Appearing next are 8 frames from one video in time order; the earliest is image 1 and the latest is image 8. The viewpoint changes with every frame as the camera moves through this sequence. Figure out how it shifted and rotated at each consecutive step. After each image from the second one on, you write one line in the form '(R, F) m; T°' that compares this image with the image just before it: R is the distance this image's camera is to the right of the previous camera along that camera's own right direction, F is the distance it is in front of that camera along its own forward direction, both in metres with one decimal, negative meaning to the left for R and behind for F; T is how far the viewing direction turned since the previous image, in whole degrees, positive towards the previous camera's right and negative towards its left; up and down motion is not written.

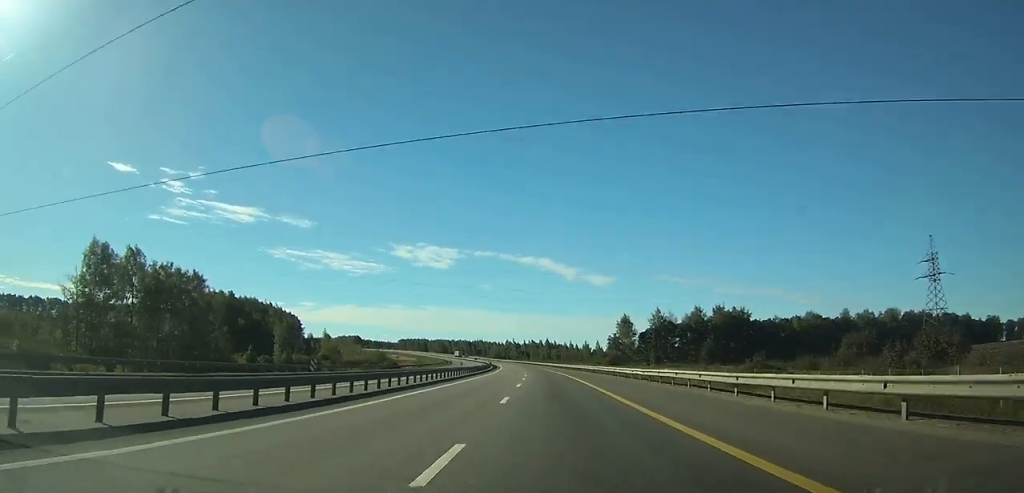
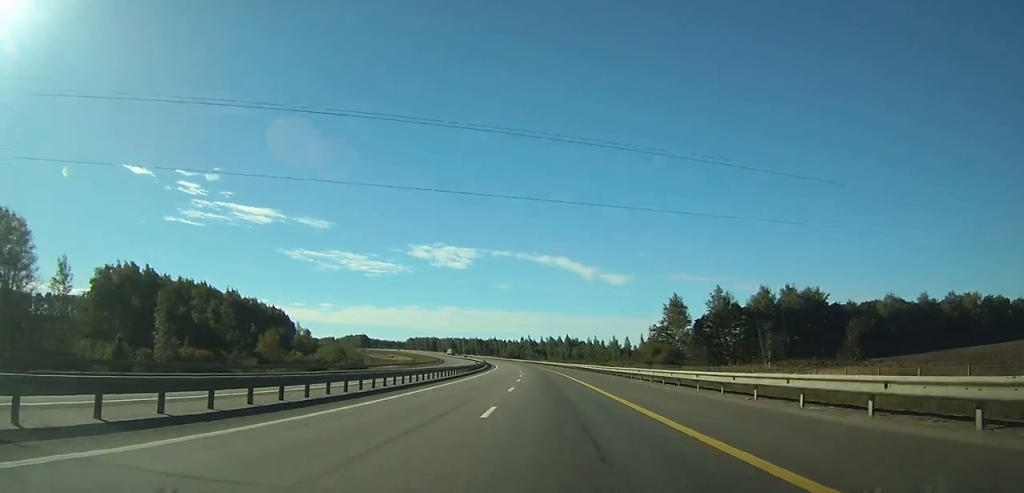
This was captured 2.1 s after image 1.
(-0.5, +55.7) m; -2°
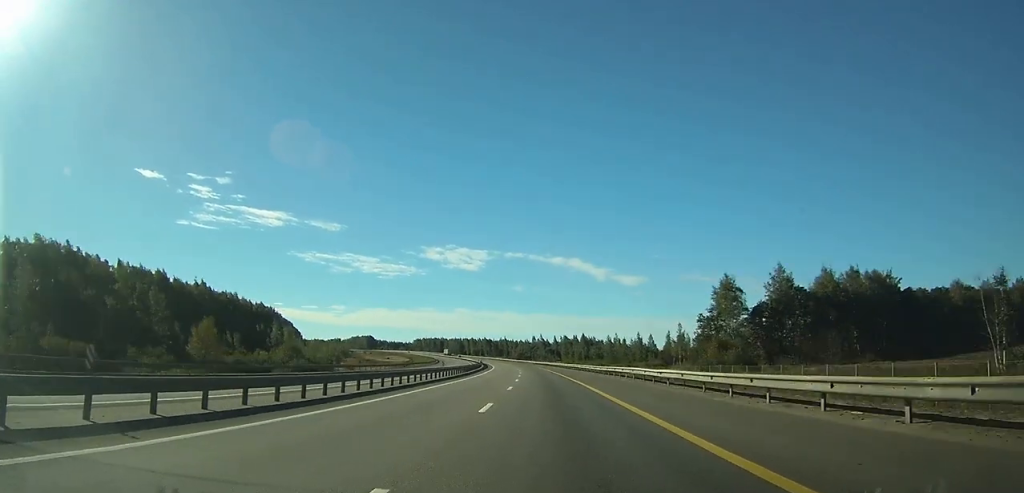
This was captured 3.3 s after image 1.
(-0.4, +34.3) m; -1°
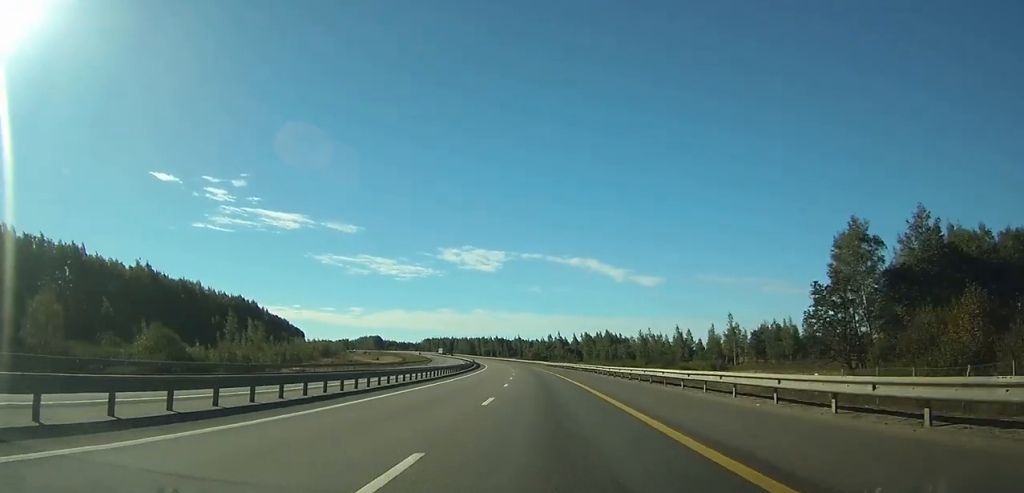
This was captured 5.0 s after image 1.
(-0.6, +45.2) m; -2°
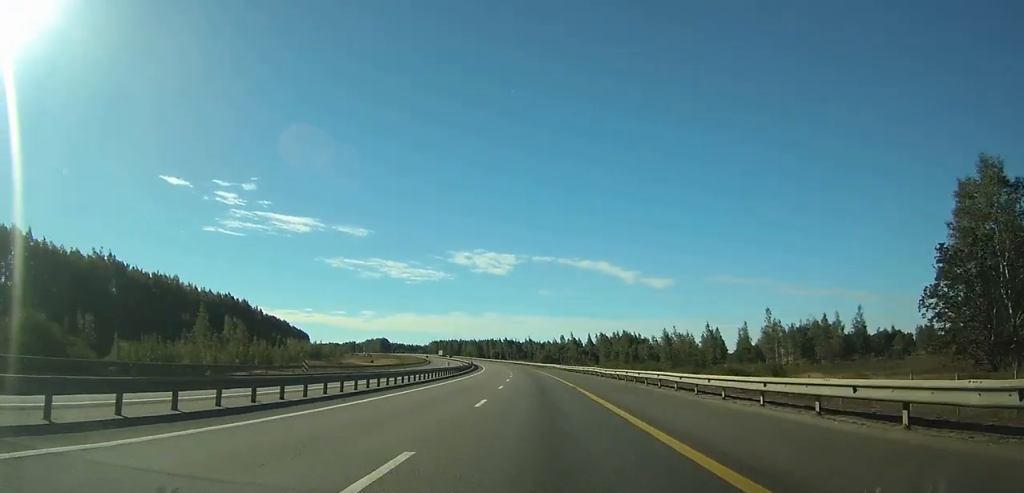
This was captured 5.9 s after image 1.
(-0.1, +23.5) m; -1°
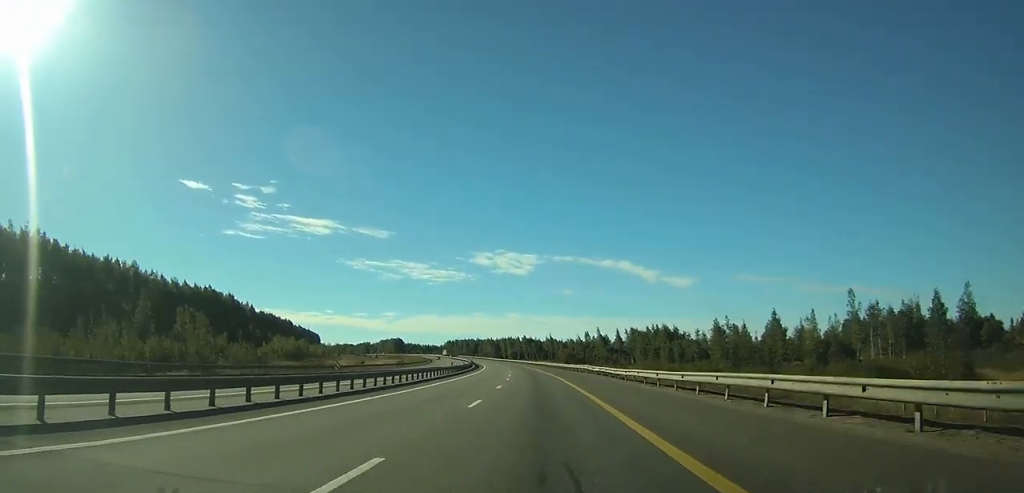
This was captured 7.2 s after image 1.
(-0.6, +36.3) m; -2°
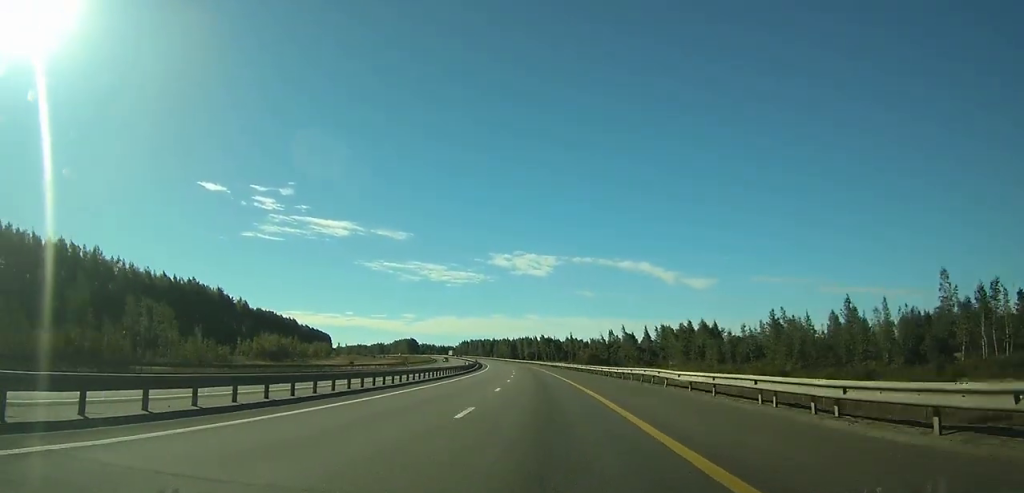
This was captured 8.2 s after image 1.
(-0.1, +27.2) m; -2°
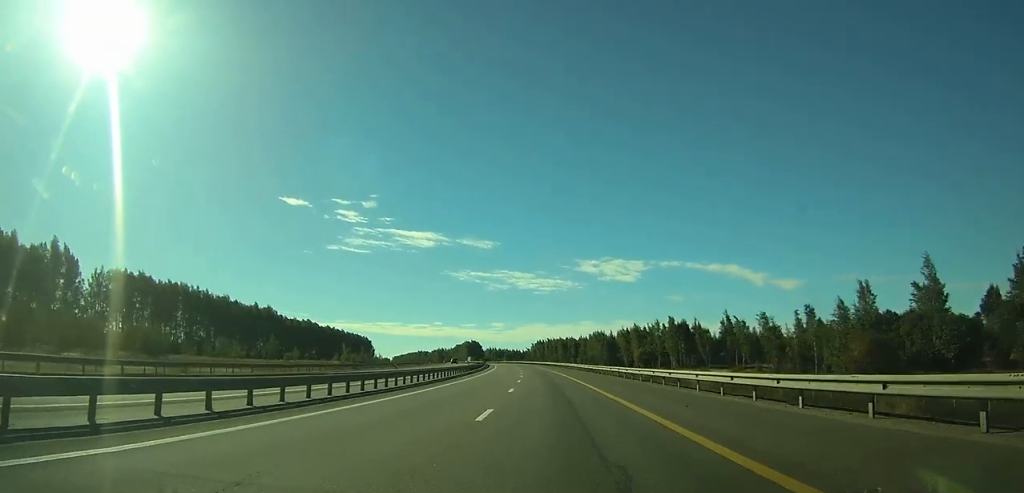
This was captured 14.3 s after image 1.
(-13.6, +166.9) m; -9°
